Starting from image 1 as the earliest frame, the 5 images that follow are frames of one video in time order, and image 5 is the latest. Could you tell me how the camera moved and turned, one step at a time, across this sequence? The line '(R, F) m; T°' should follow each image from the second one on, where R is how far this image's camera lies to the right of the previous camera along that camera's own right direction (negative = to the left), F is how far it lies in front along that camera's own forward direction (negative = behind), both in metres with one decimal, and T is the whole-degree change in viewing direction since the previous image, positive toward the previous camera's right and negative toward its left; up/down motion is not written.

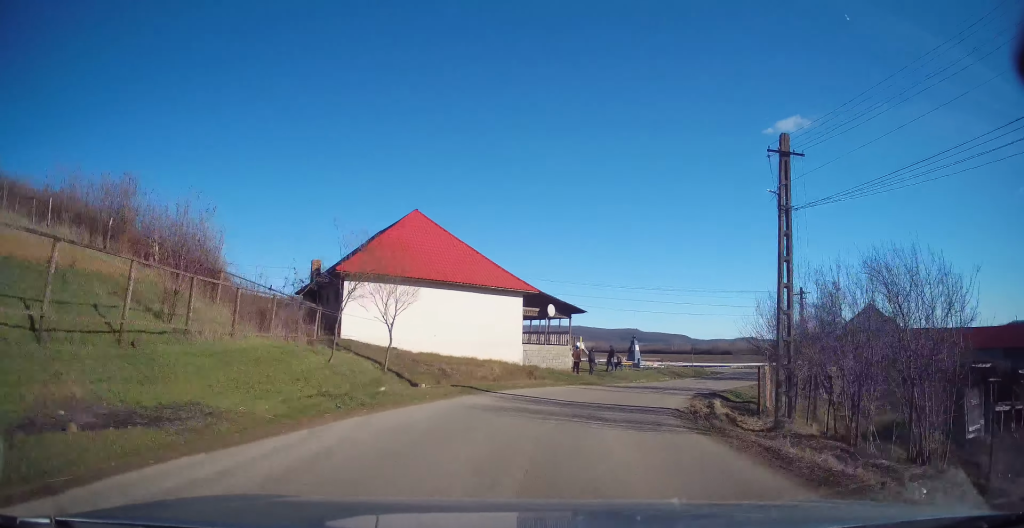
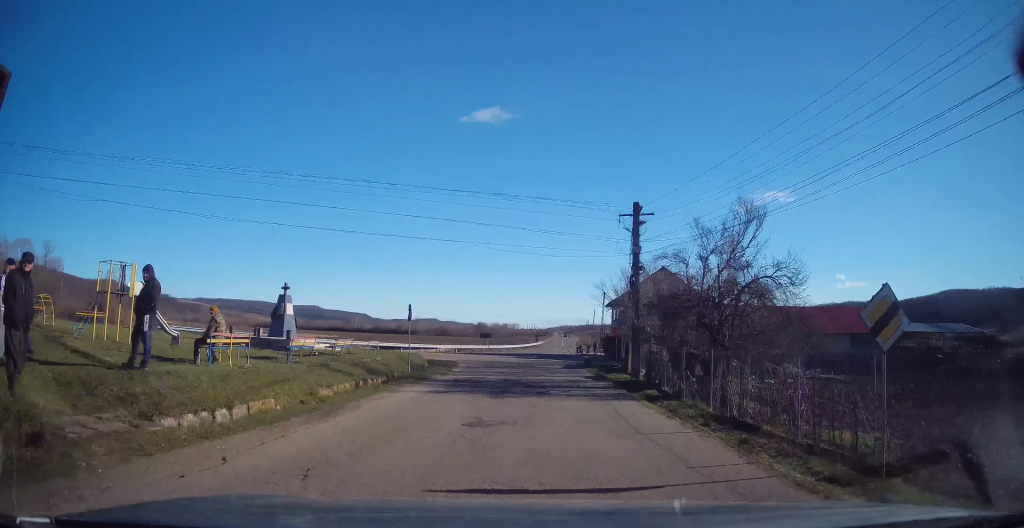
(+7.8, +24.3) m; +32°
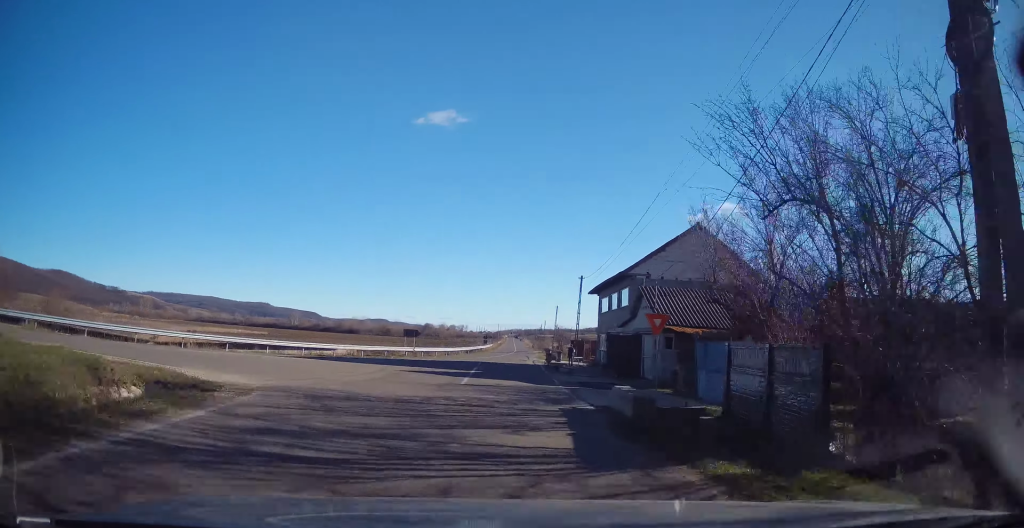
(+2.1, +20.5) m; +9°
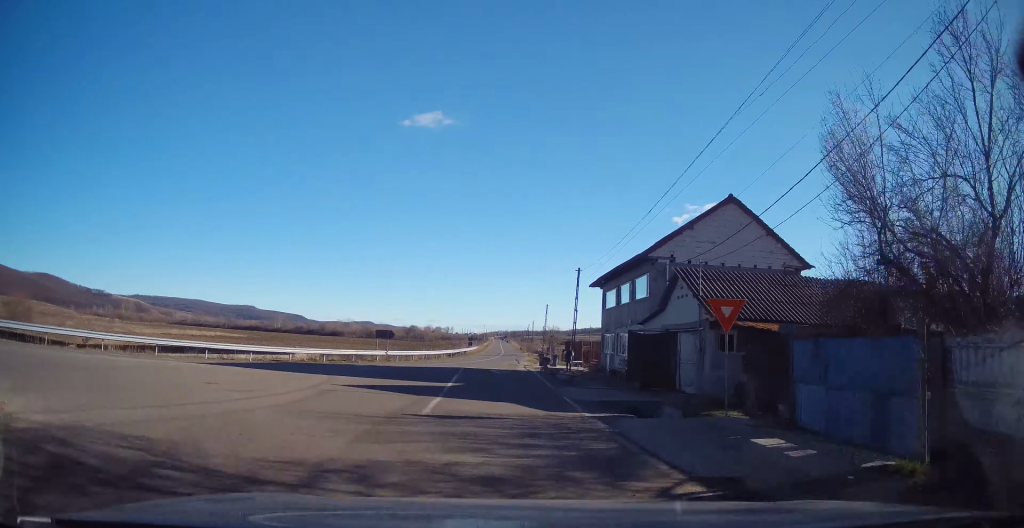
(-0.1, +6.5) m; -1°
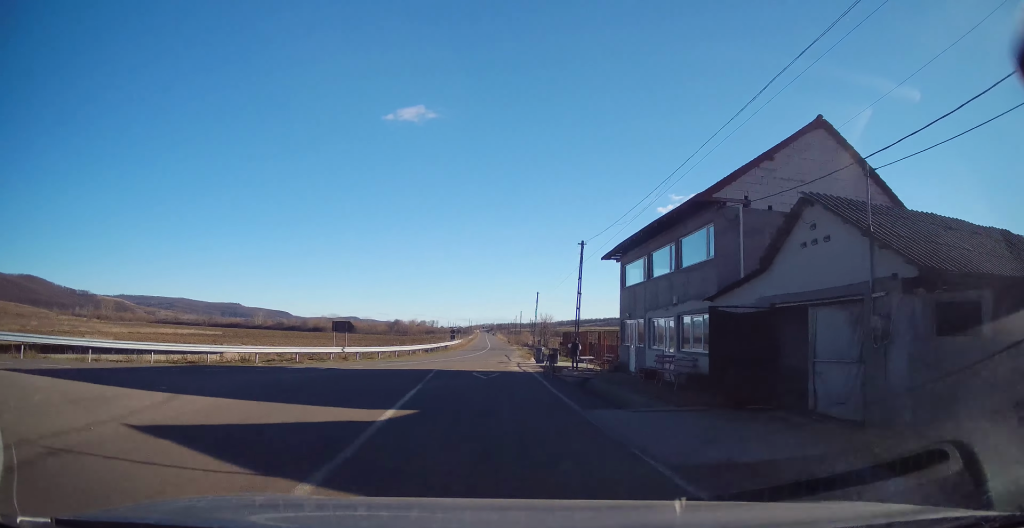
(0.0, +8.5) m; 0°
